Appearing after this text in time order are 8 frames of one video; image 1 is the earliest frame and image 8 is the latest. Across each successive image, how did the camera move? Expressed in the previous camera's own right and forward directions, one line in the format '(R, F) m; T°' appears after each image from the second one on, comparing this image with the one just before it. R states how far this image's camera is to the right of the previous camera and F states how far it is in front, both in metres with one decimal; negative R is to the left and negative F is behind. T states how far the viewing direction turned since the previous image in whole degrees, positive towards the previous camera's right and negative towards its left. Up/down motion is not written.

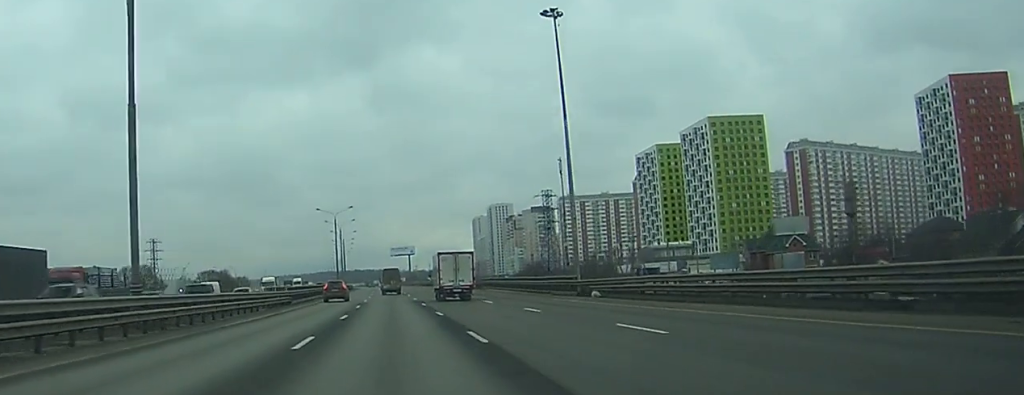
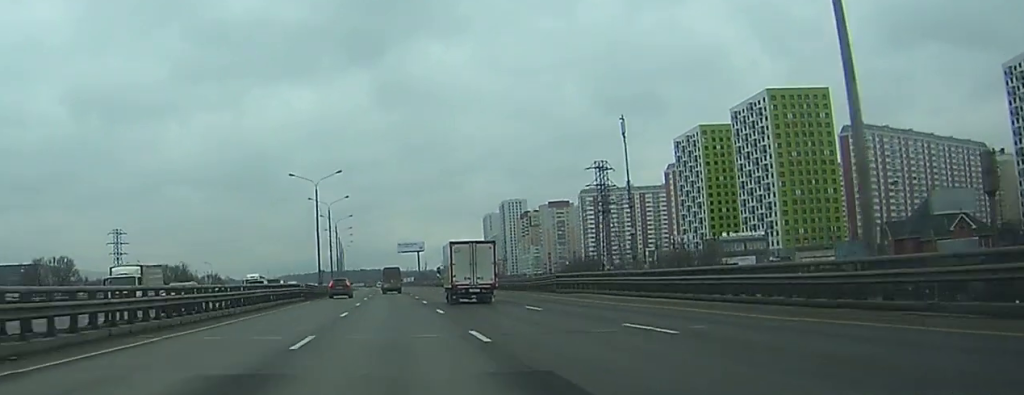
(0.0, +48.5) m; -1°
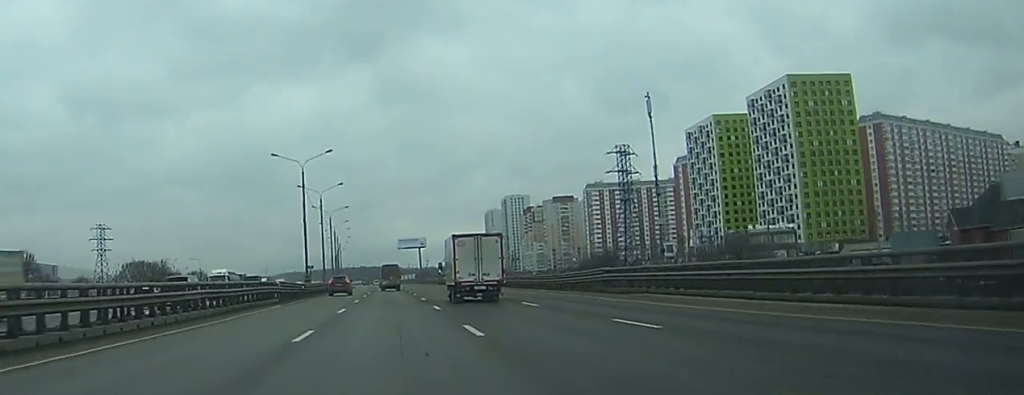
(-0.3, +15.4) m; -1°
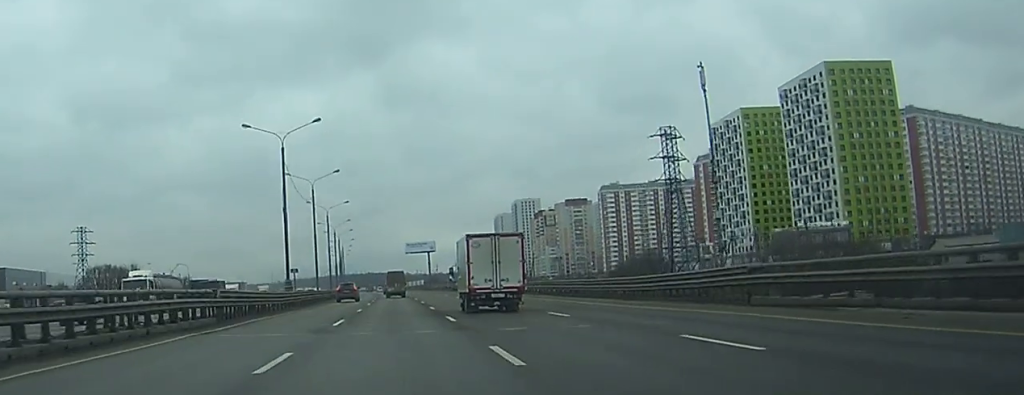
(-0.2, +21.2) m; 0°
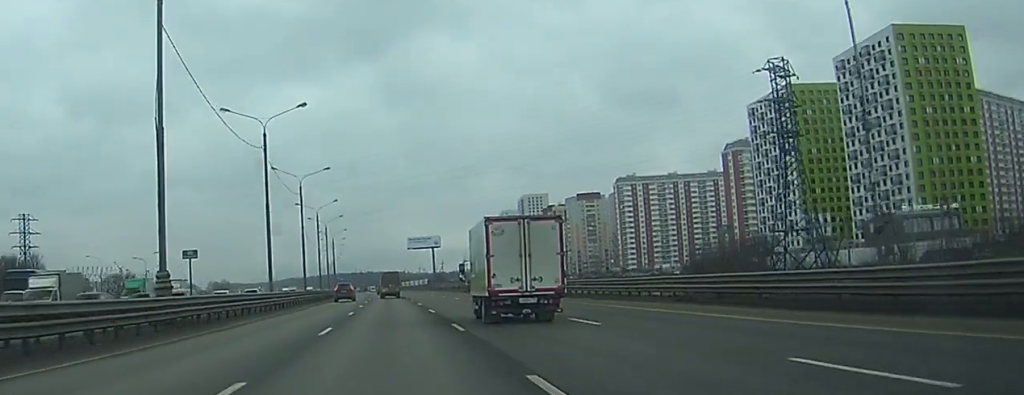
(+0.7, +37.3) m; +2°
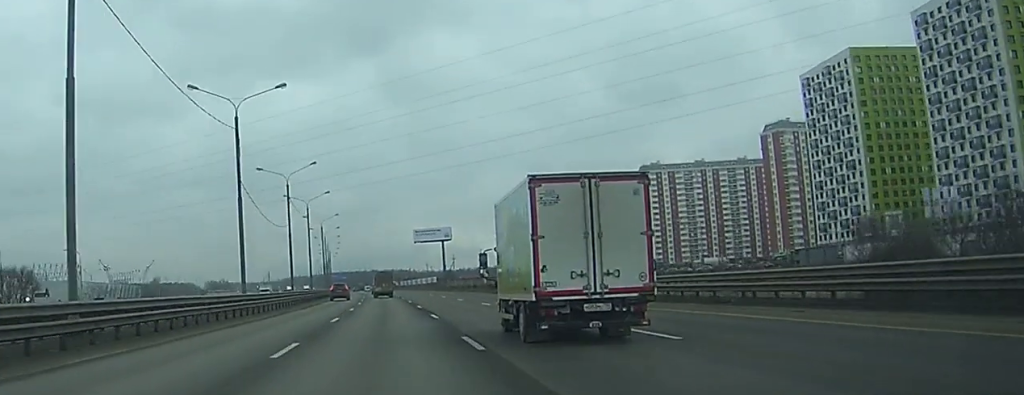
(-0.2, +40.0) m; -2°
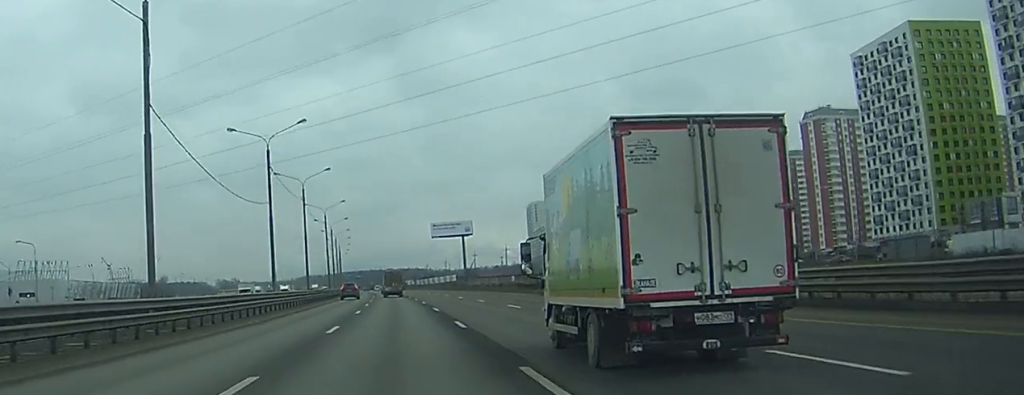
(-0.1, +23.7) m; -1°
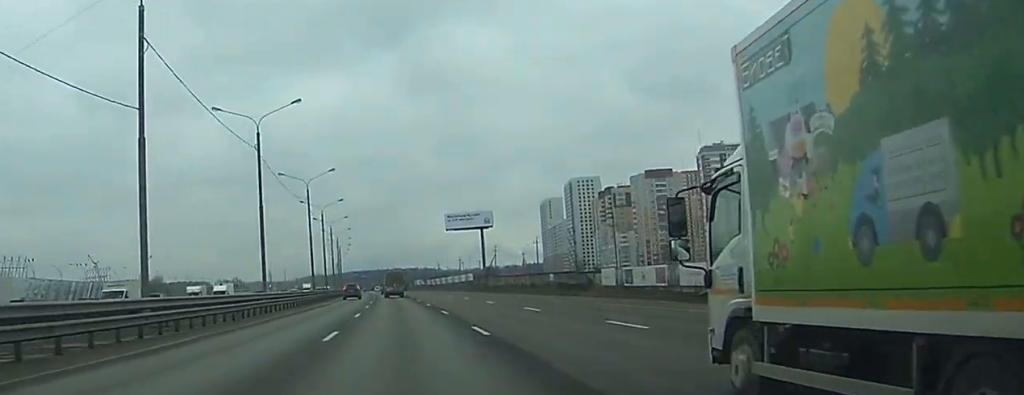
(-0.3, +36.8) m; -1°
